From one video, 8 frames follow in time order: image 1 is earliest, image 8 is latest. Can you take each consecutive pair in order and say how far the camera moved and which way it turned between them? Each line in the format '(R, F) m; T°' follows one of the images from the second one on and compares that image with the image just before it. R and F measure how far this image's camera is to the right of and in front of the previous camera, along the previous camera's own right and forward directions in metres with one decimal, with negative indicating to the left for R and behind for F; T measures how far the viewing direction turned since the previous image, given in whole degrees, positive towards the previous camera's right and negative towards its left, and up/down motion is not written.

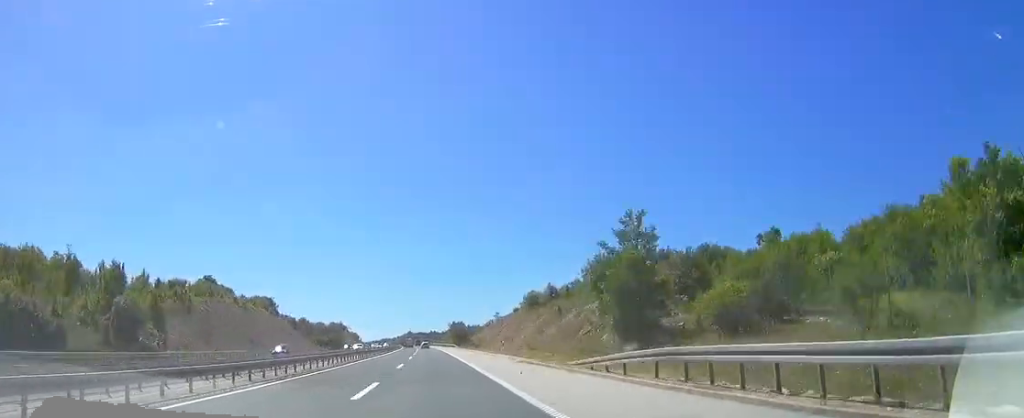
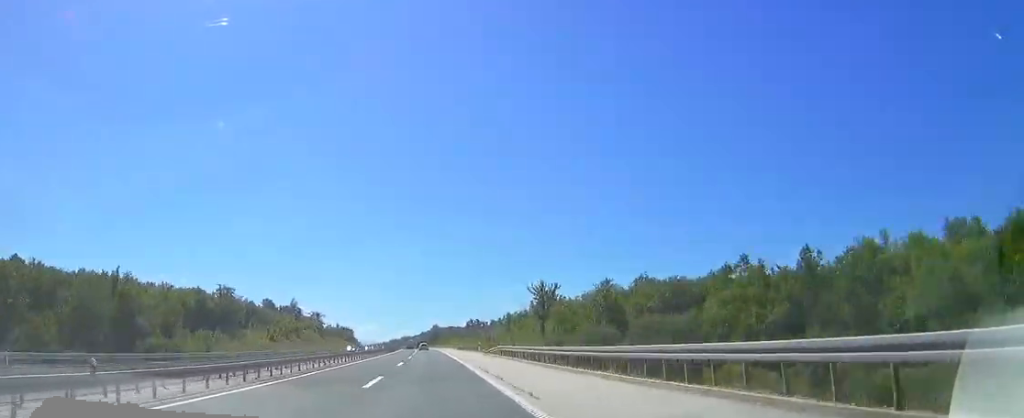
(-6.7, +202.8) m; -3°
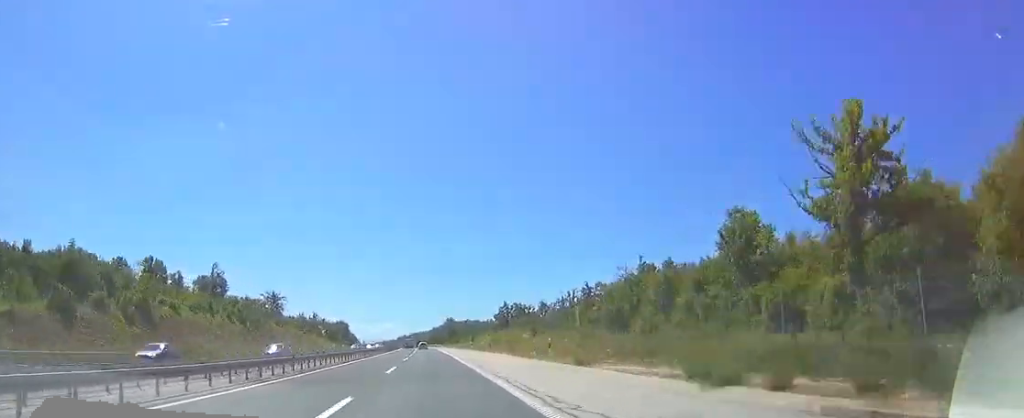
(-0.7, +82.8) m; -1°
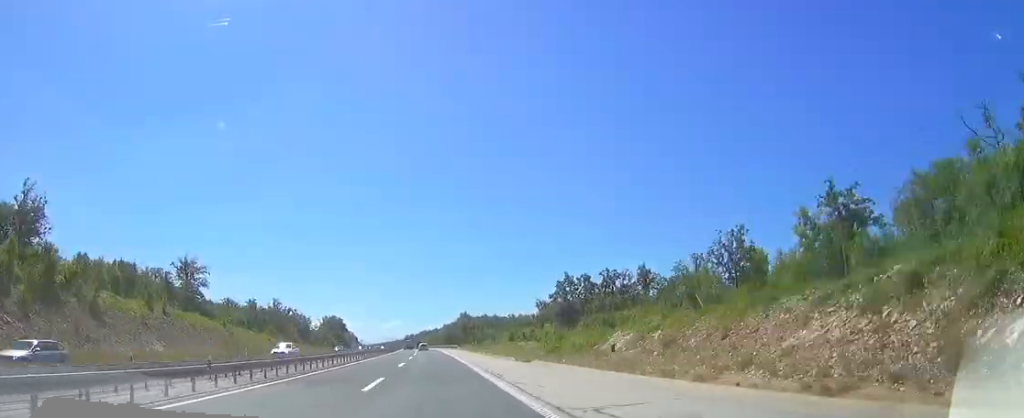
(-0.9, +64.1) m; -1°
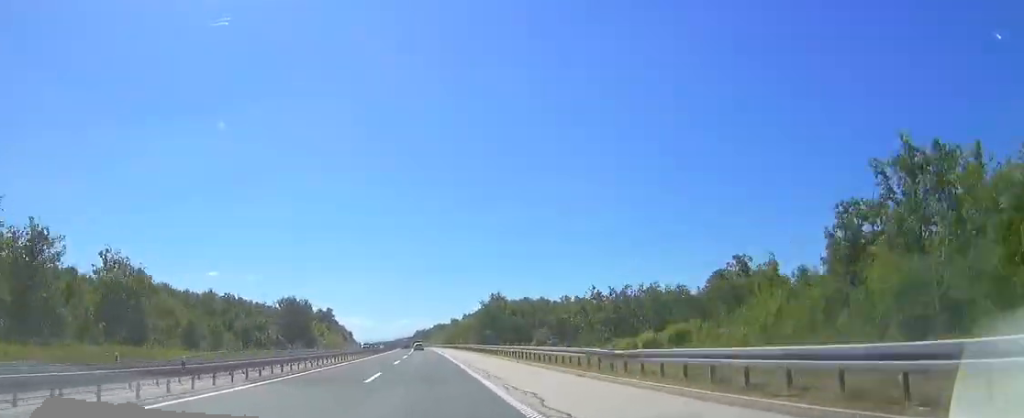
(-1.1, +105.1) m; -2°
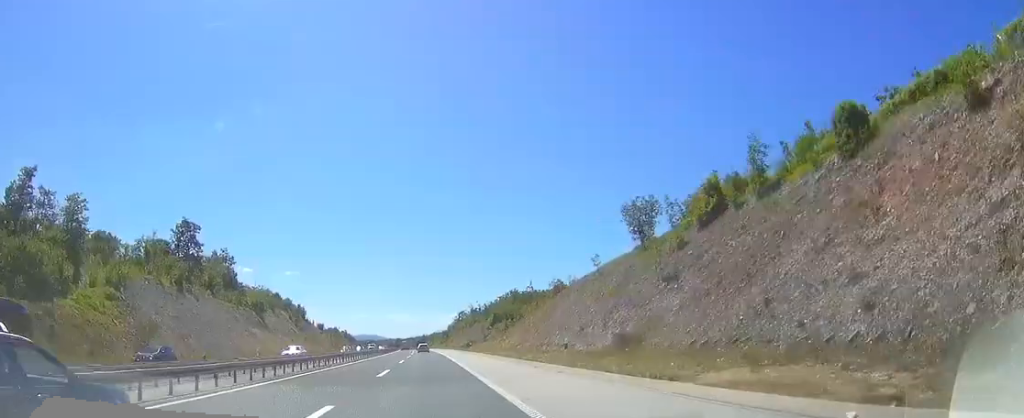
(-7.7, +246.9) m; -4°
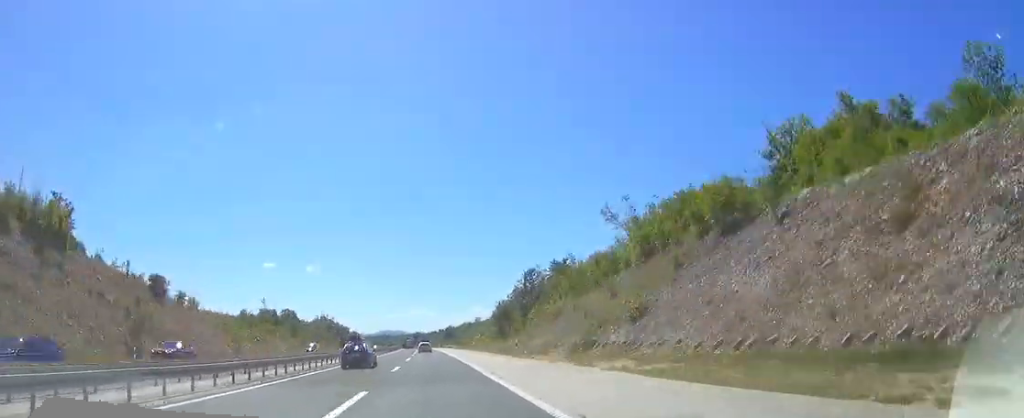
(-2.5, +128.0) m; -2°
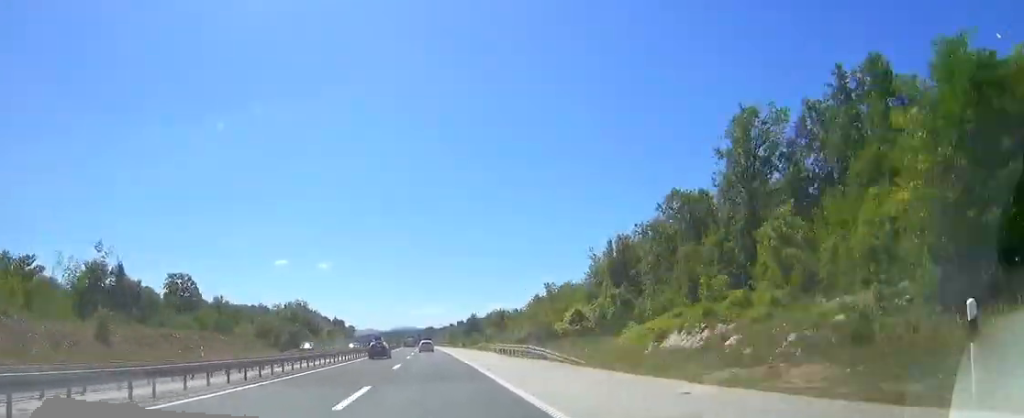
(-1.5, +96.1) m; -1°
